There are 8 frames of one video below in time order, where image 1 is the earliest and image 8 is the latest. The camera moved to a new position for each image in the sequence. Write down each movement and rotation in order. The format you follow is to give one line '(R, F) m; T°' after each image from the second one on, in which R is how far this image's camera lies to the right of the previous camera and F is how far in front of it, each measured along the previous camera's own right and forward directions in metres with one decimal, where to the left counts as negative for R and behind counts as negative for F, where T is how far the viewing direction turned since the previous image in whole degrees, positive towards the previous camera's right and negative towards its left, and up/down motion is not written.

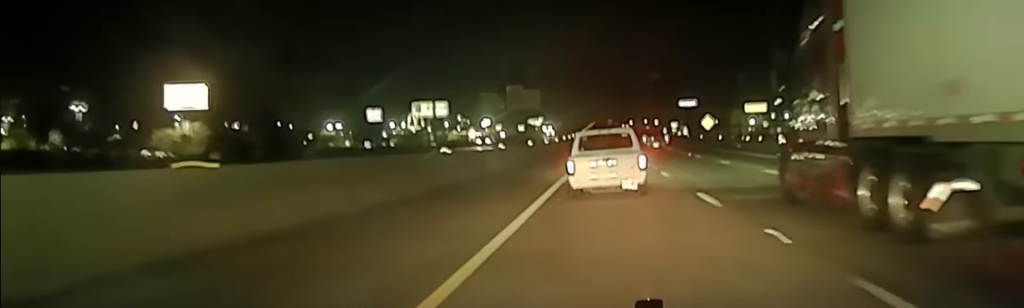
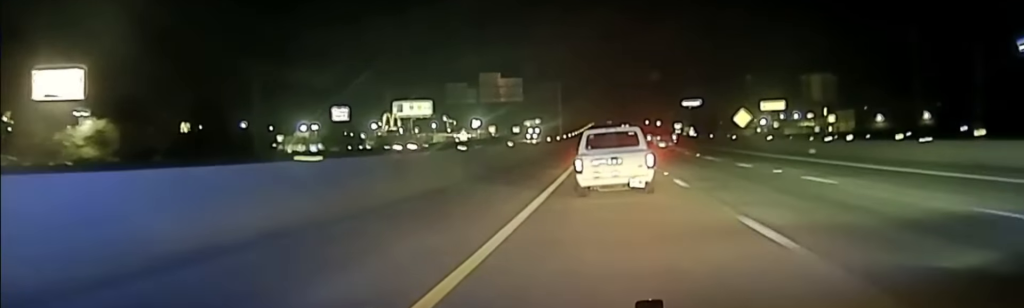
(0.0, +31.7) m; 0°
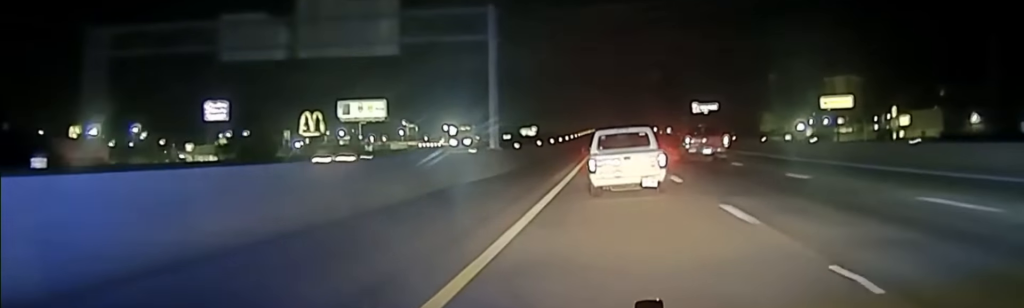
(0.0, +81.5) m; 0°
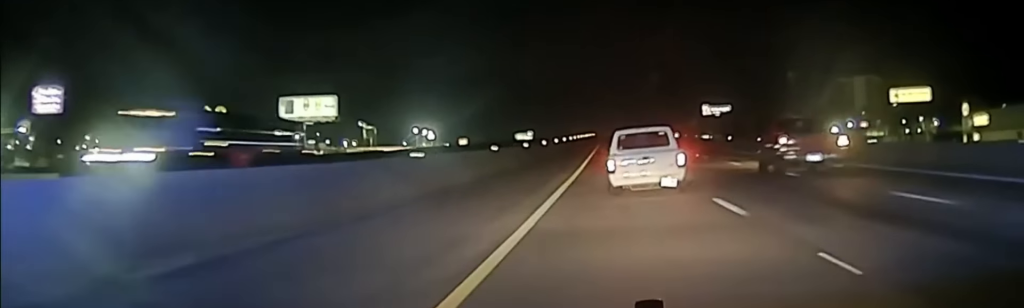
(0.0, +48.3) m; 0°
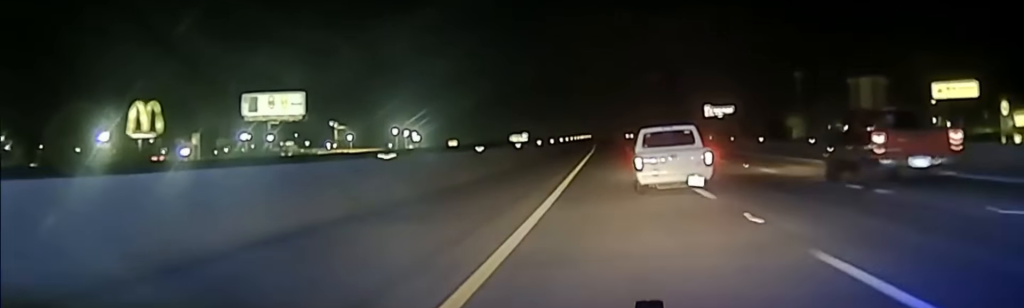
(0.0, +20.0) m; 0°
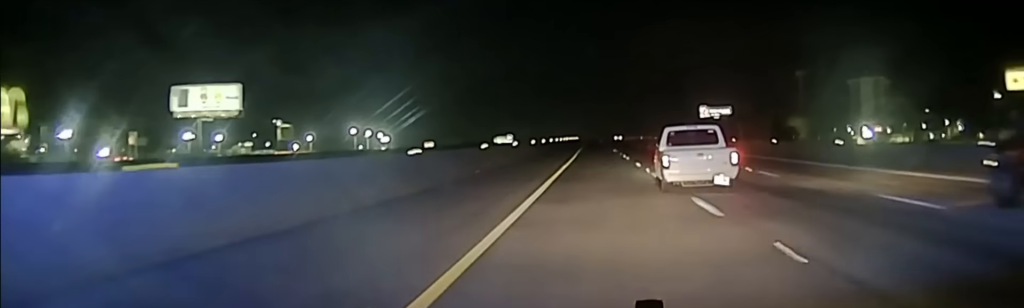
(-0.1, +25.0) m; 0°
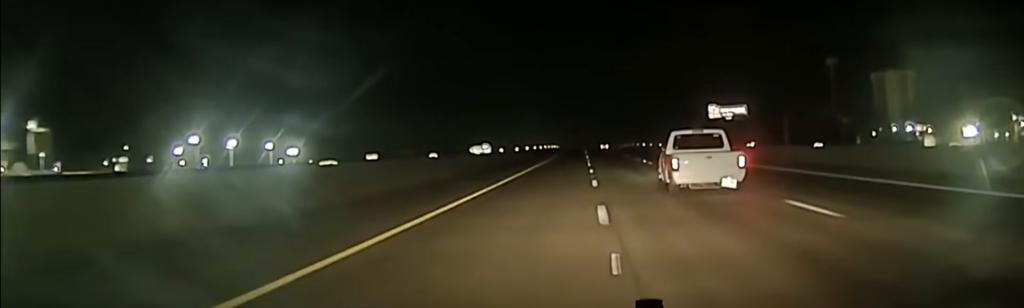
(+0.9, +64.1) m; +1°
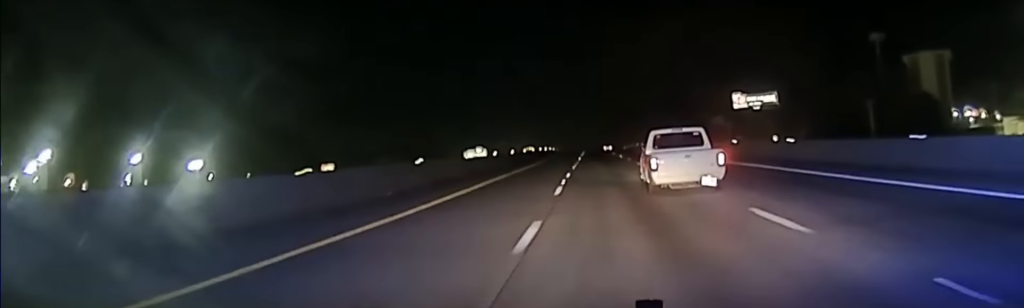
(-0.1, +47.9) m; -1°
